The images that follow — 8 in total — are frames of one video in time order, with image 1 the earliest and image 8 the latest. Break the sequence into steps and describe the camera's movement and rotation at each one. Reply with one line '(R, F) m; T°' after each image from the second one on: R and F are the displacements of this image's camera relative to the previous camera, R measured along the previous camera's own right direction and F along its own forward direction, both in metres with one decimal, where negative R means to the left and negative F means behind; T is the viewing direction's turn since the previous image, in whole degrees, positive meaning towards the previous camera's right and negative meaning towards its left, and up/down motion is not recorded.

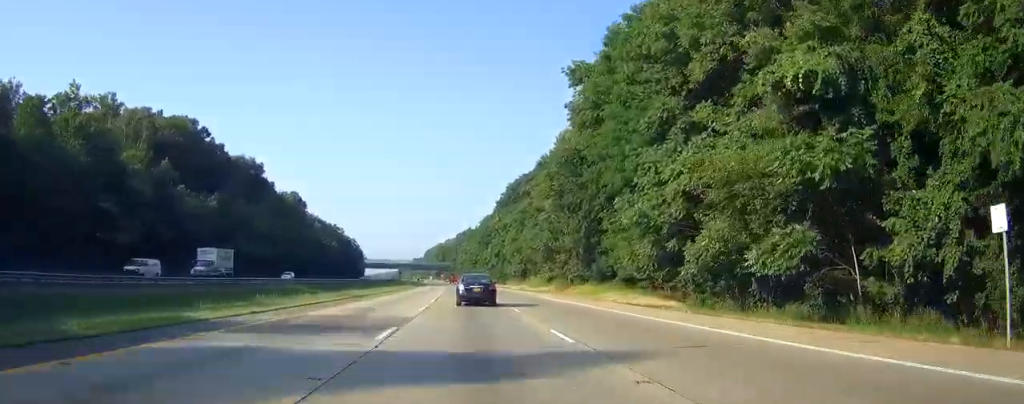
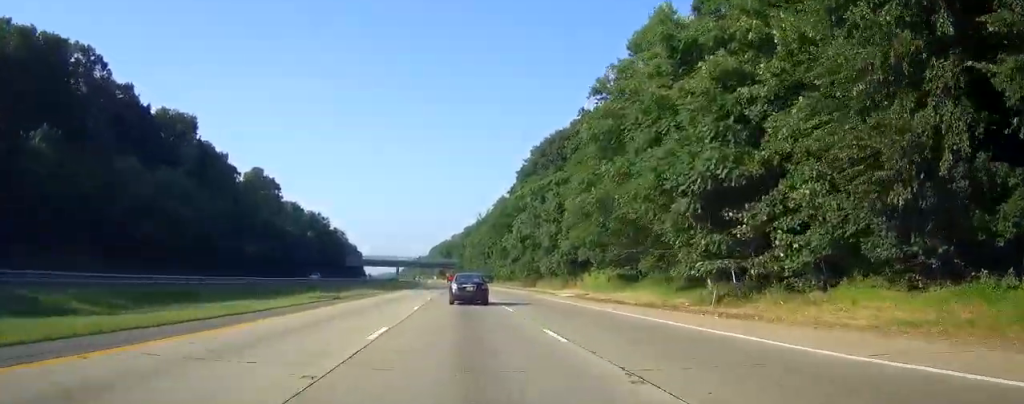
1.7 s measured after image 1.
(-0.7, +49.9) m; -1°
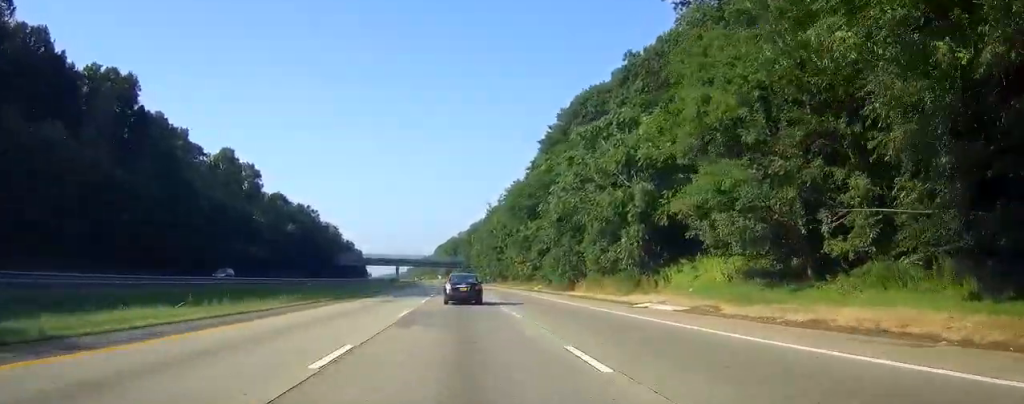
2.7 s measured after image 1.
(+0.1, +29.6) m; 0°
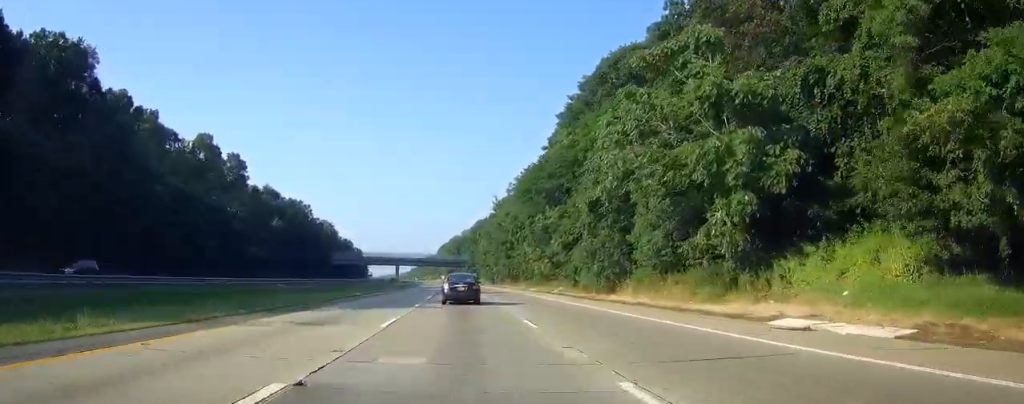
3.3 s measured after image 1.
(-0.1, +16.8) m; 0°
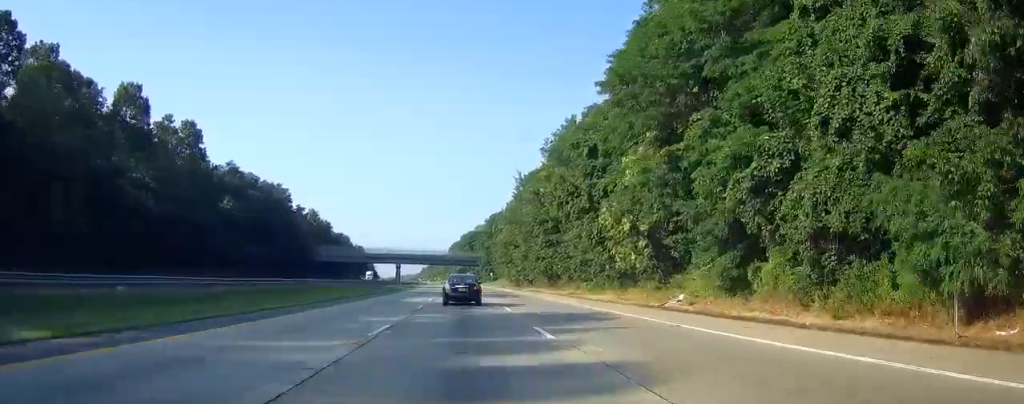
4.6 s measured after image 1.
(-0.4, +39.7) m; -1°
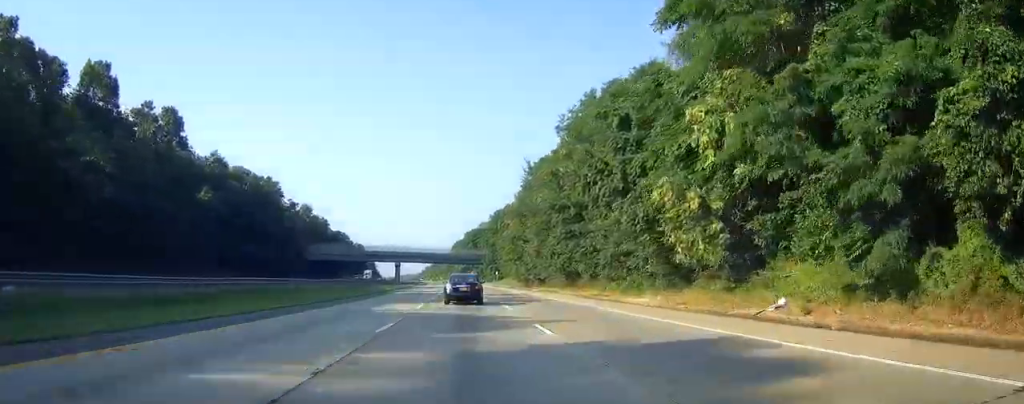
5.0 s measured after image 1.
(0.0, +11.9) m; 0°
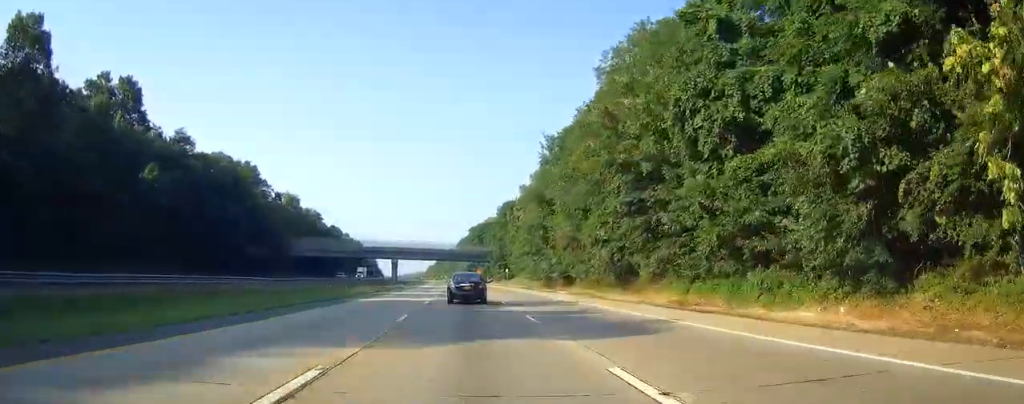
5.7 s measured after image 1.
(0.0, +21.0) m; 0°
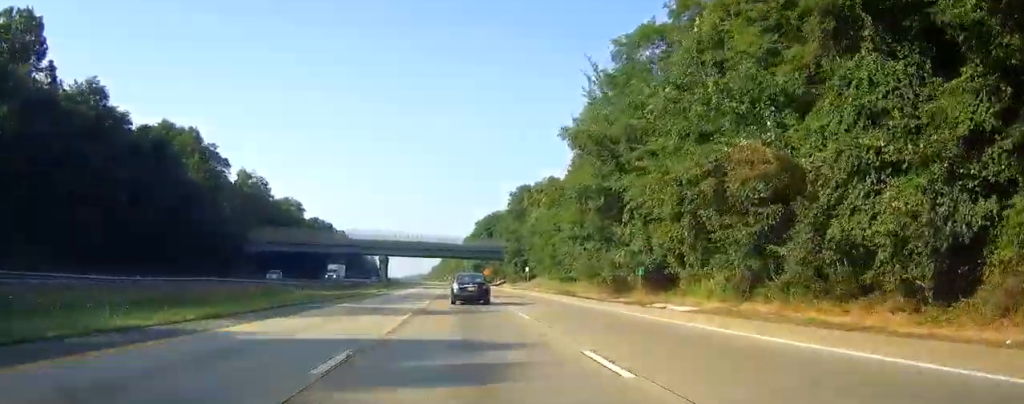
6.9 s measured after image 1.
(-0.3, +35.0) m; -1°
